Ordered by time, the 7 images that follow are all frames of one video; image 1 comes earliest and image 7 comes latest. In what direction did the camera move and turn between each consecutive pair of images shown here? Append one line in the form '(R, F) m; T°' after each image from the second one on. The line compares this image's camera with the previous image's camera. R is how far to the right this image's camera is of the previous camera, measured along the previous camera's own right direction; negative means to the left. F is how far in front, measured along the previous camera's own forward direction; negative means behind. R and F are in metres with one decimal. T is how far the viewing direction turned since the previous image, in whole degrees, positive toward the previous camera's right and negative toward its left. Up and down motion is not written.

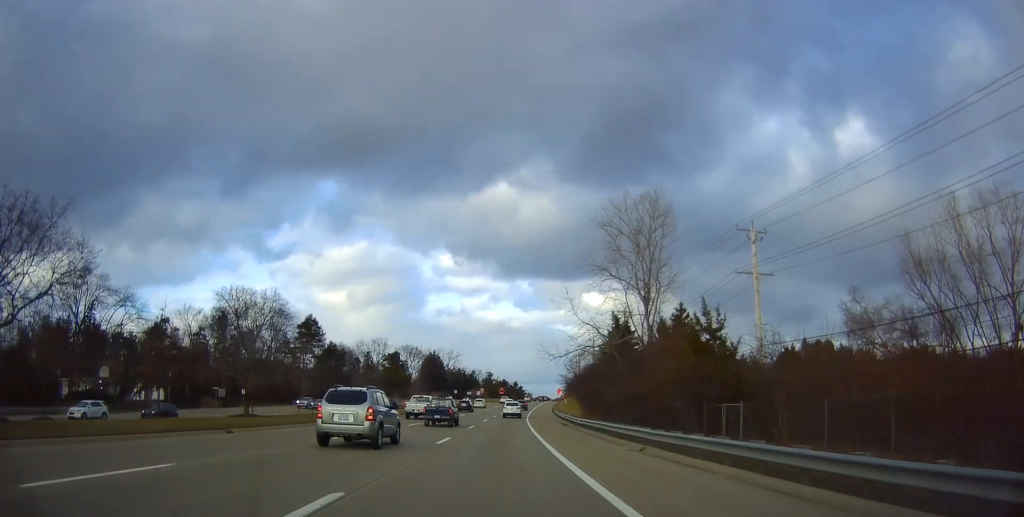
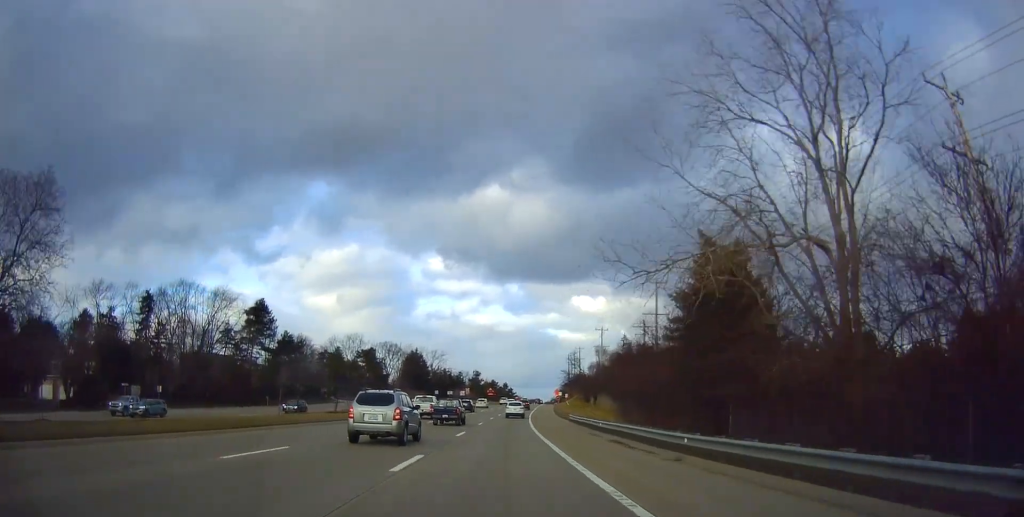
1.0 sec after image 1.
(+0.3, +24.3) m; +1°
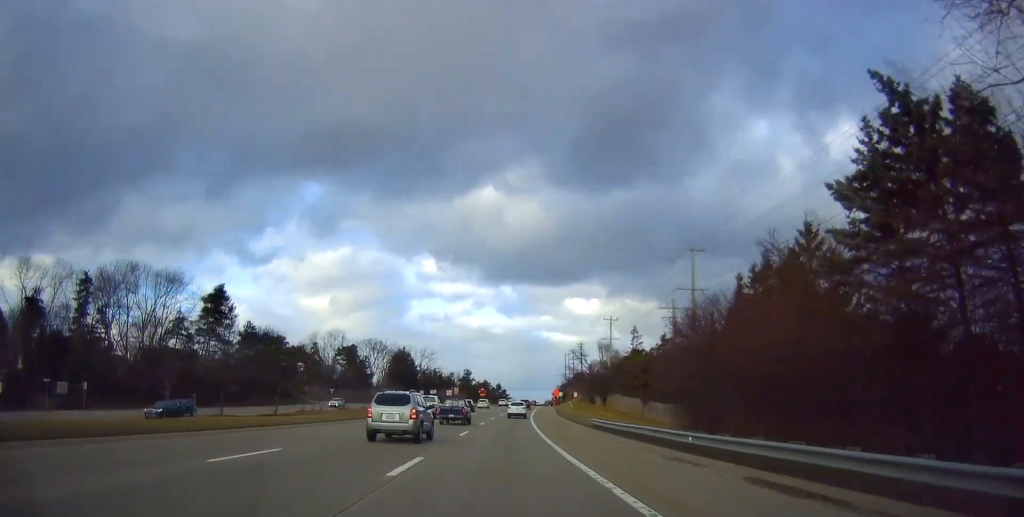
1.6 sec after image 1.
(0.0, +15.4) m; 0°
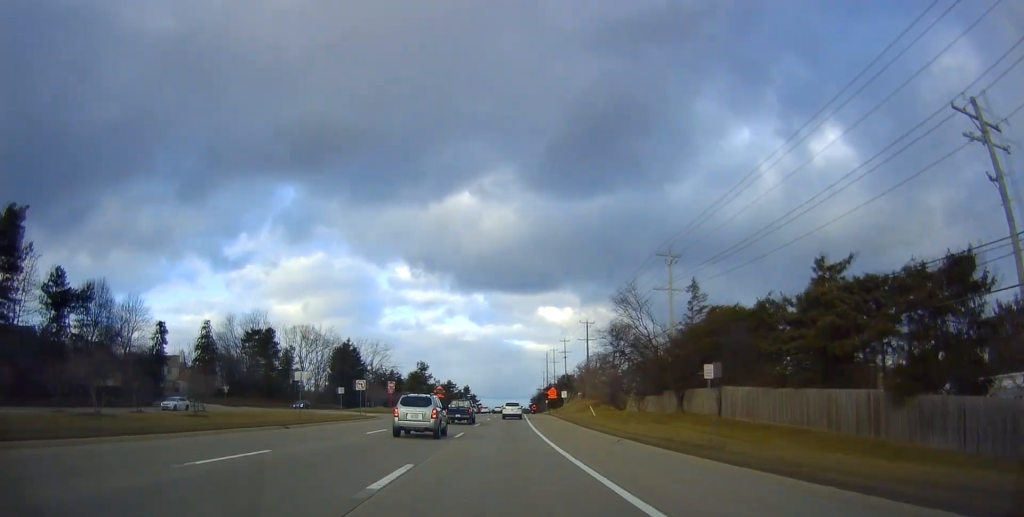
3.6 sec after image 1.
(+1.3, +46.8) m; +2°
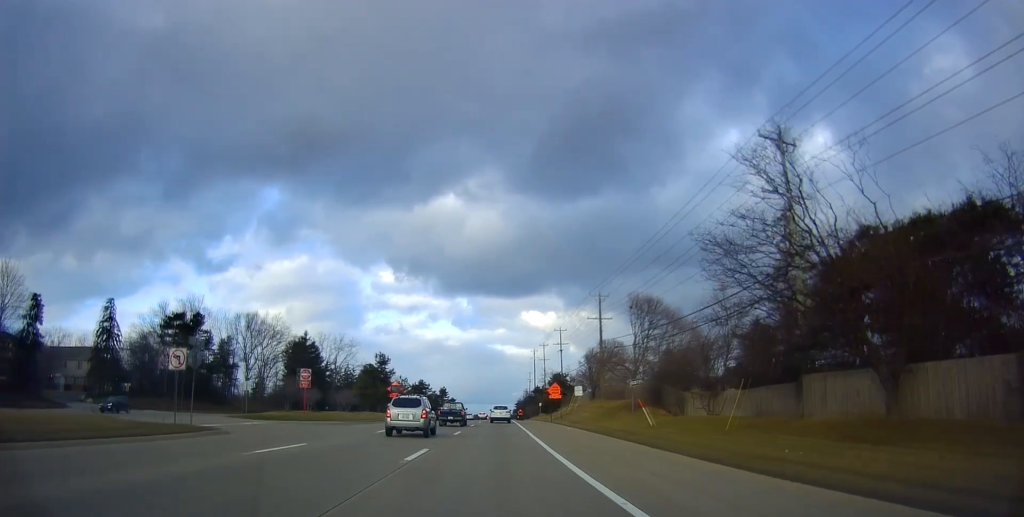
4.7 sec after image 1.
(-0.5, +26.6) m; +2°
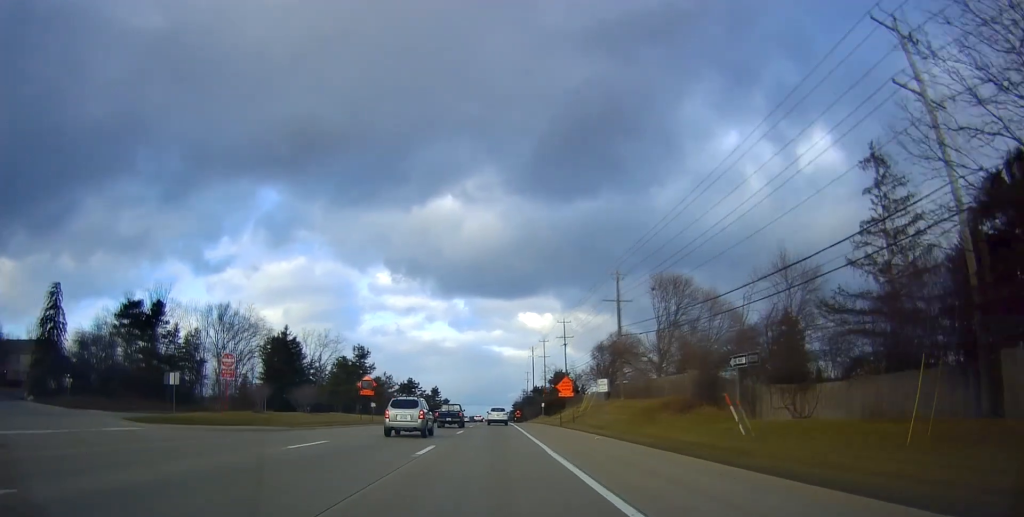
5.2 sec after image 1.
(+0.5, +12.7) m; +1°
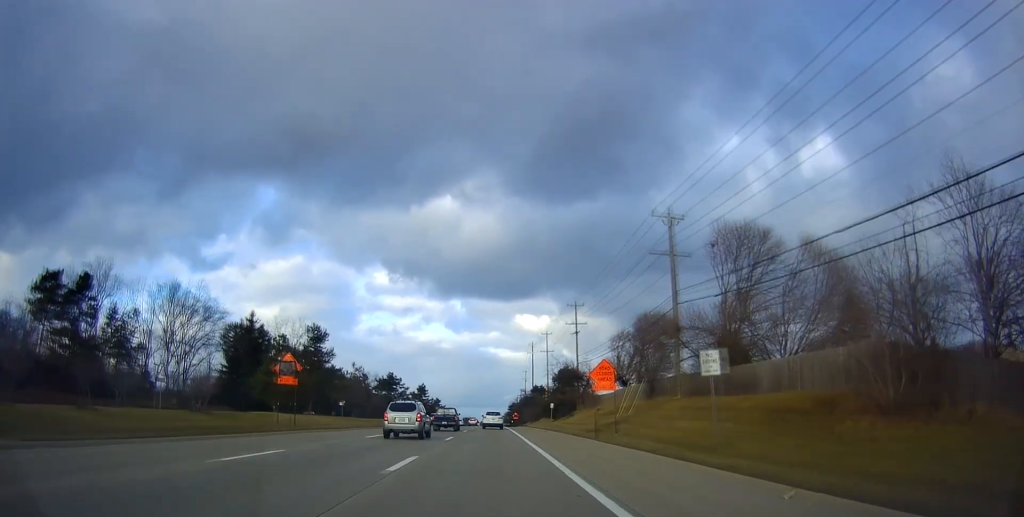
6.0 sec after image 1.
(+0.8, +19.6) m; 0°
